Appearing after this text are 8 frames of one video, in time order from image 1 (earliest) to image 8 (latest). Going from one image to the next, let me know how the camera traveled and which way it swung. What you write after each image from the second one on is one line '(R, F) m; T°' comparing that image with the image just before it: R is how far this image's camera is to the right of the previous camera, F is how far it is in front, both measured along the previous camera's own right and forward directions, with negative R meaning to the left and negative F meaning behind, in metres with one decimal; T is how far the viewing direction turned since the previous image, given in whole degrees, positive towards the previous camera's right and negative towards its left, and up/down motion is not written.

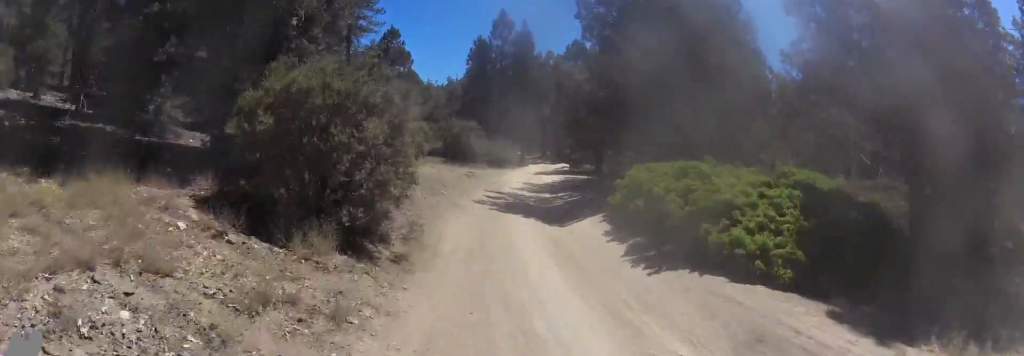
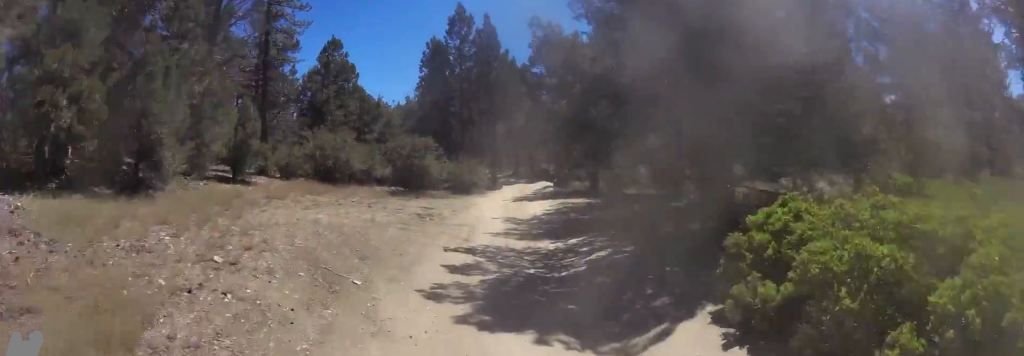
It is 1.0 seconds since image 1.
(+1.1, +8.1) m; +4°
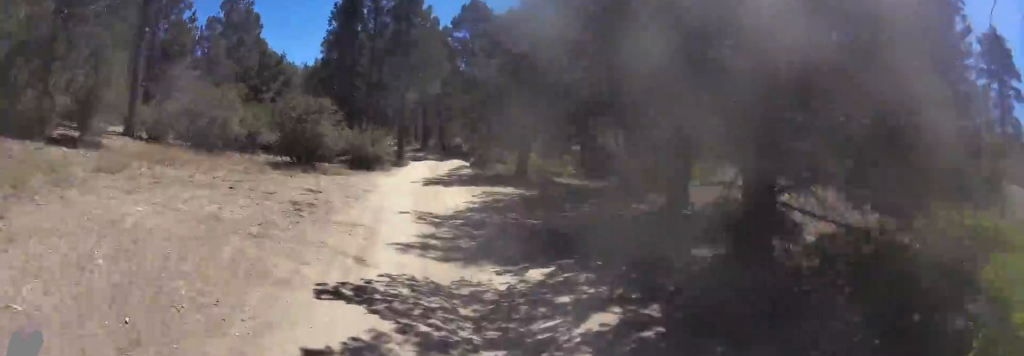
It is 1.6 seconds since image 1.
(+0.2, +5.1) m; -5°
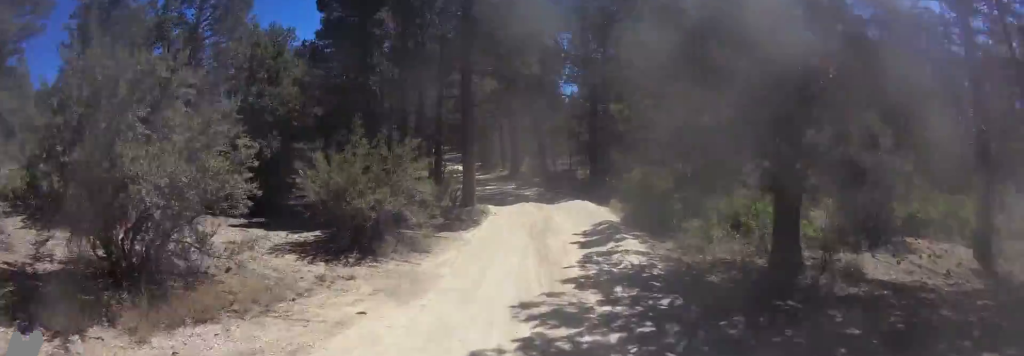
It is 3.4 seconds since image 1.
(0.0, +16.5) m; +10°
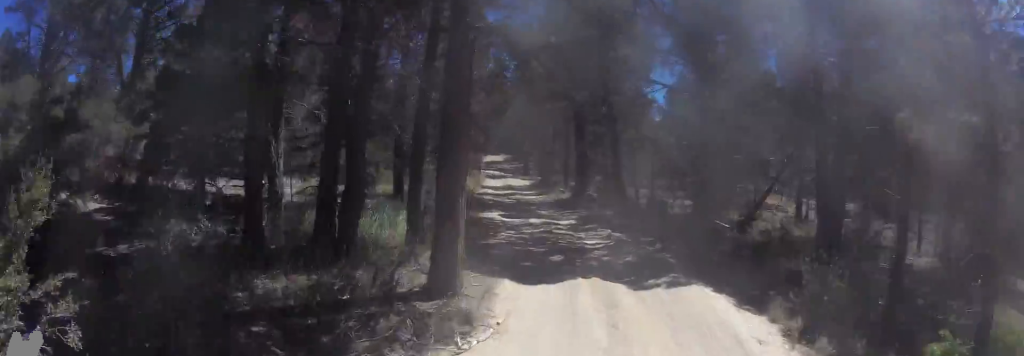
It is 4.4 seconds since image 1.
(+0.6, +9.9) m; +1°
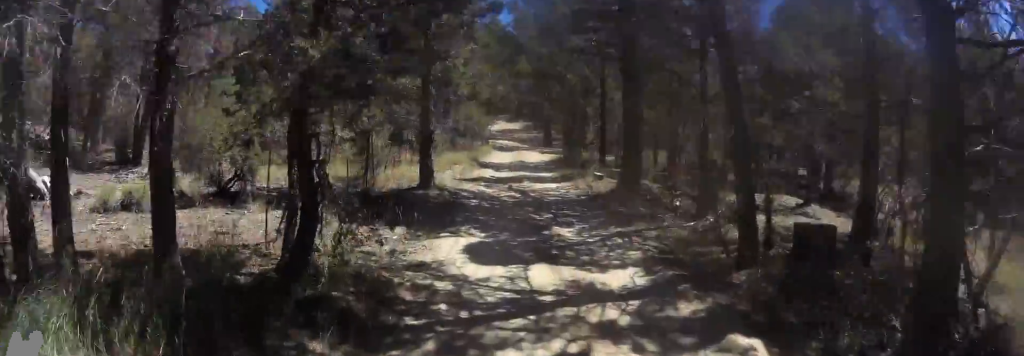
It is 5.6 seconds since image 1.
(-0.5, +10.6) m; -11°
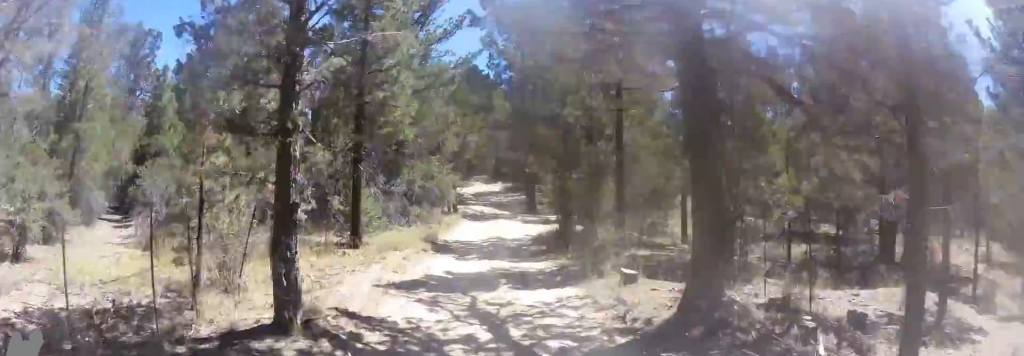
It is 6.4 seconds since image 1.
(-1.0, +7.7) m; -6°
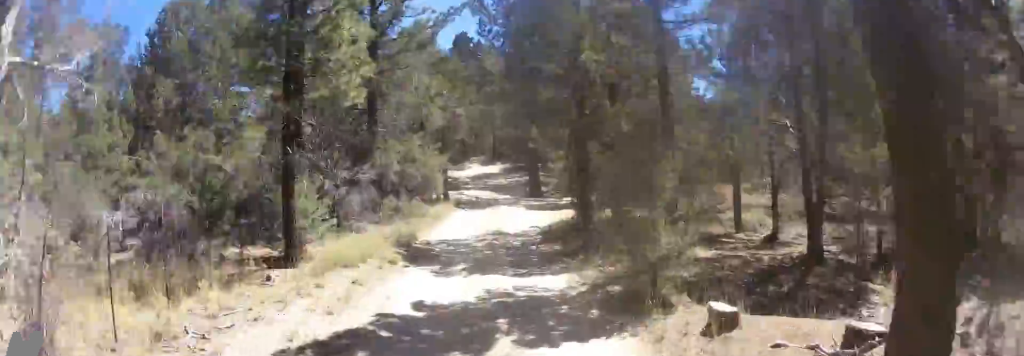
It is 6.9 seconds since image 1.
(-0.1, +4.6) m; +1°
